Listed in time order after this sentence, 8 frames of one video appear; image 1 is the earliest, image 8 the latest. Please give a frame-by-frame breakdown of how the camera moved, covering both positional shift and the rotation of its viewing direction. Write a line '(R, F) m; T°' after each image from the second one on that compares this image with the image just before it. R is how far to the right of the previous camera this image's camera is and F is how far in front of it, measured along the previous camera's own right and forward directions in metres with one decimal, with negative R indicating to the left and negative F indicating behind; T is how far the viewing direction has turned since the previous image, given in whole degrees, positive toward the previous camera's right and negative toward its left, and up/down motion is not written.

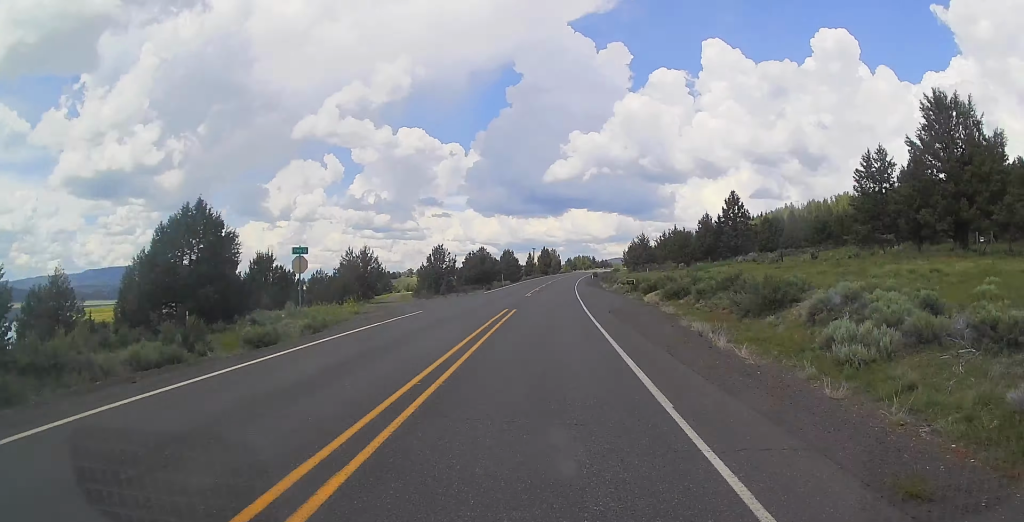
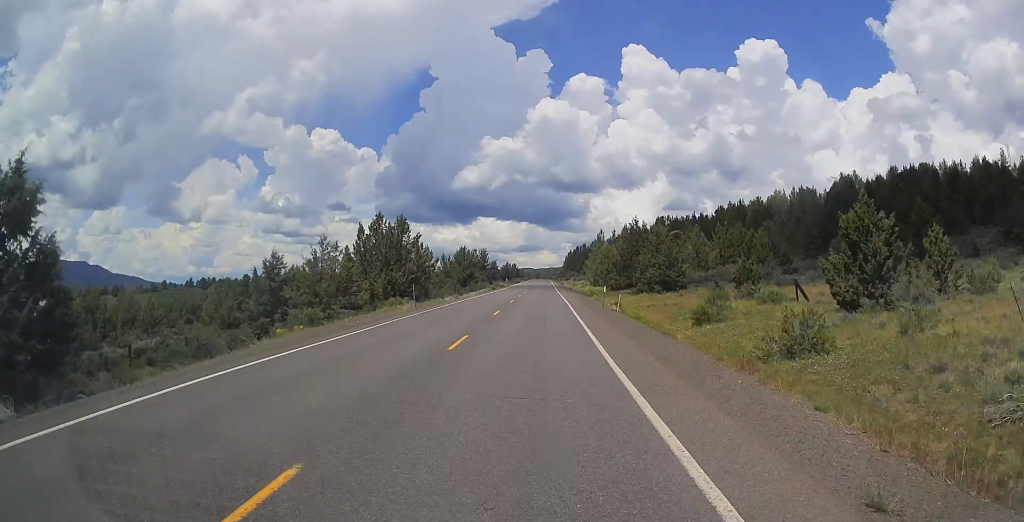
(+23.4, +276.6) m; +6°
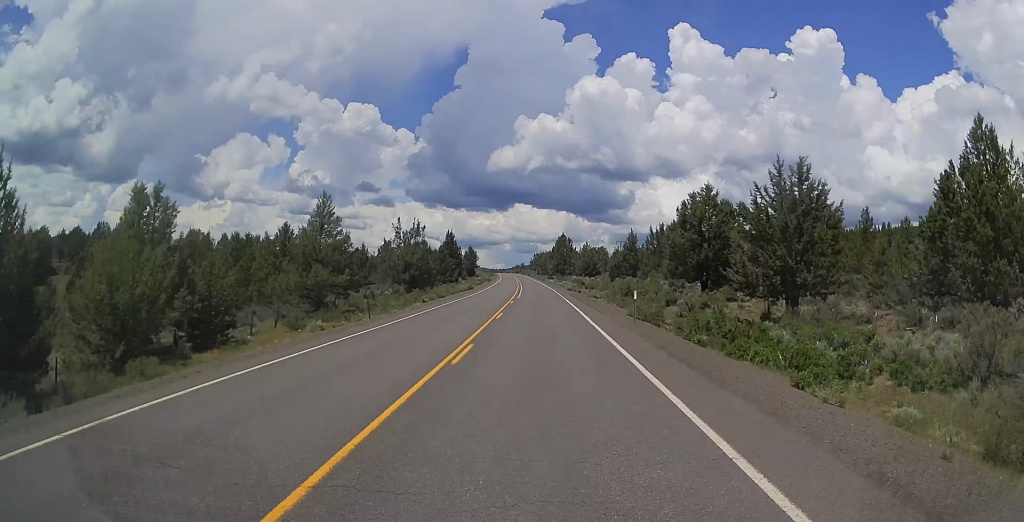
(-2.1, +673.9) m; -5°
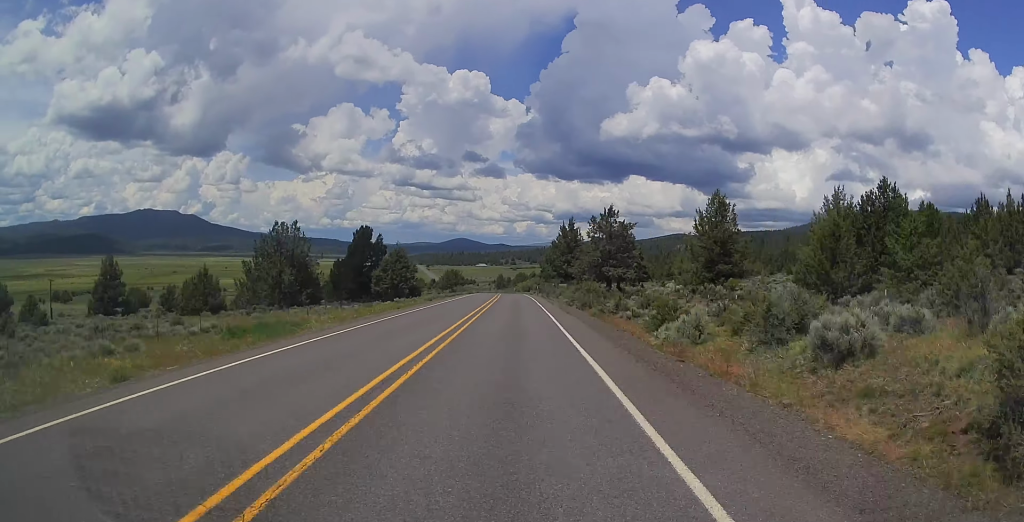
(-45.1, +509.6) m; -12°
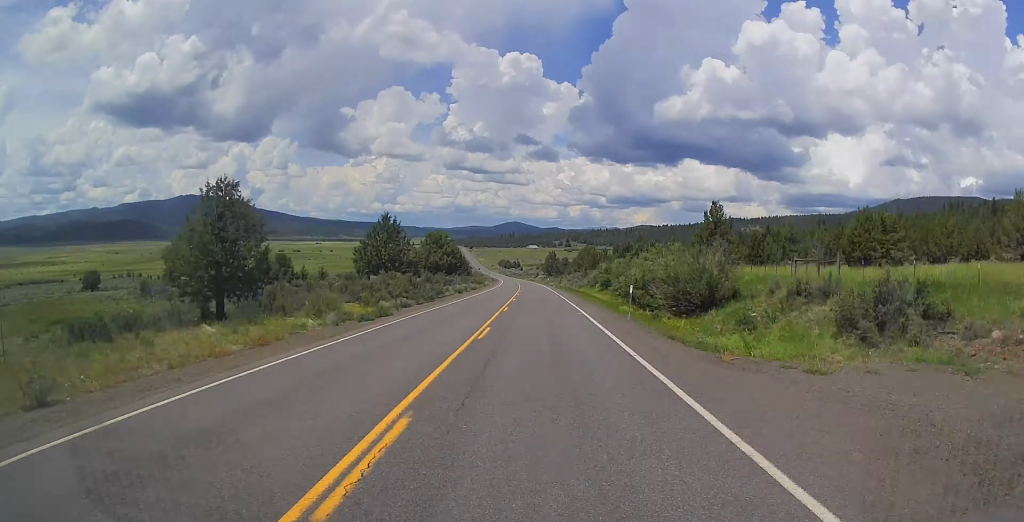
(-11.9, +168.3) m; -3°
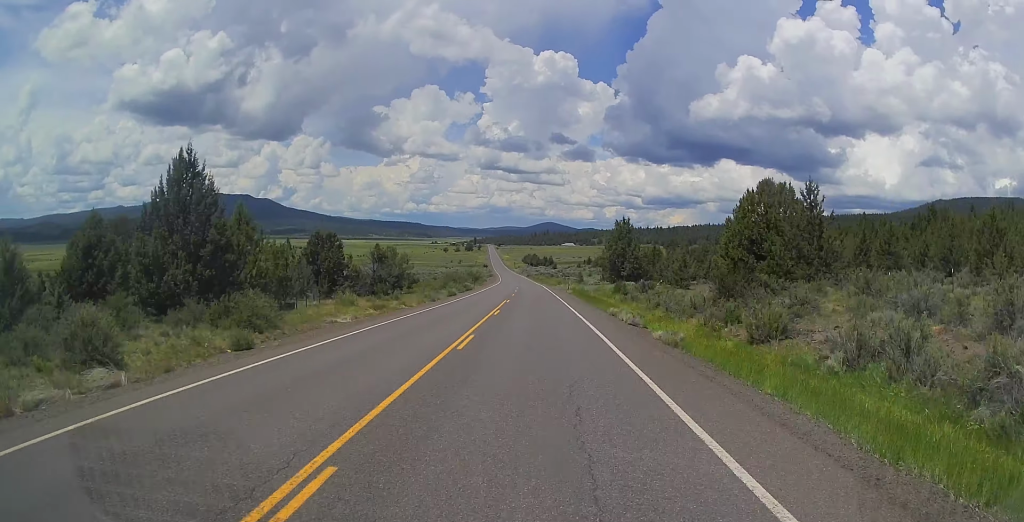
(-2.4, +144.6) m; -3°
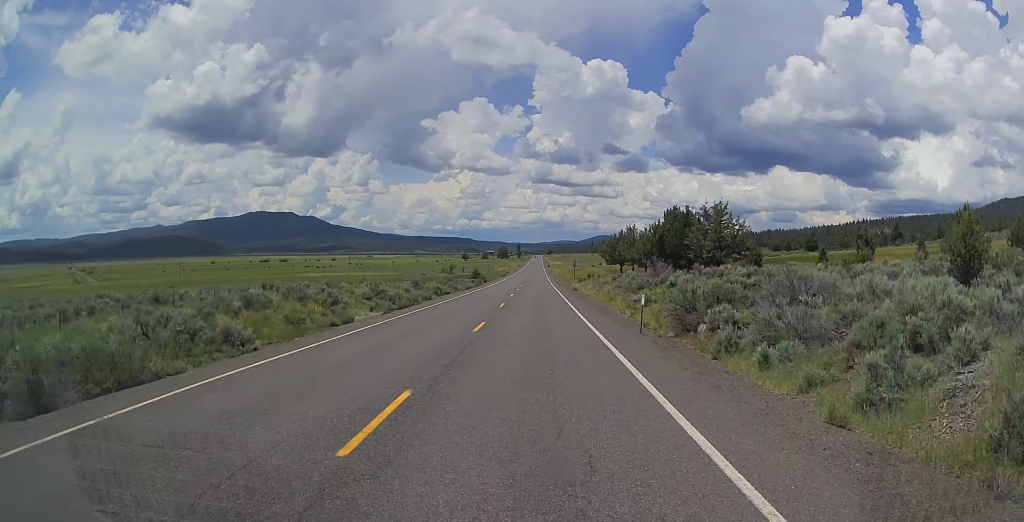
(-10.5, +260.5) m; -2°
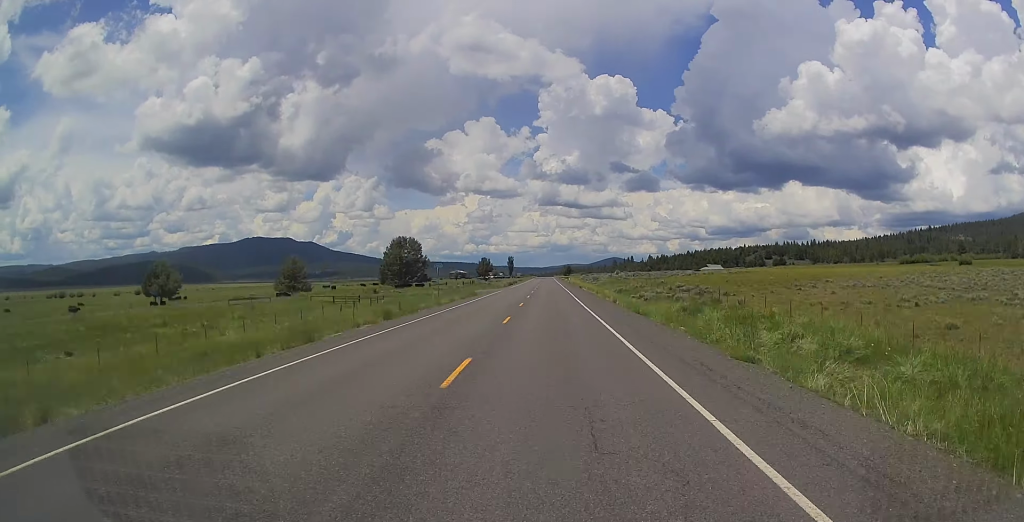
(-10.3, +457.7) m; -1°
